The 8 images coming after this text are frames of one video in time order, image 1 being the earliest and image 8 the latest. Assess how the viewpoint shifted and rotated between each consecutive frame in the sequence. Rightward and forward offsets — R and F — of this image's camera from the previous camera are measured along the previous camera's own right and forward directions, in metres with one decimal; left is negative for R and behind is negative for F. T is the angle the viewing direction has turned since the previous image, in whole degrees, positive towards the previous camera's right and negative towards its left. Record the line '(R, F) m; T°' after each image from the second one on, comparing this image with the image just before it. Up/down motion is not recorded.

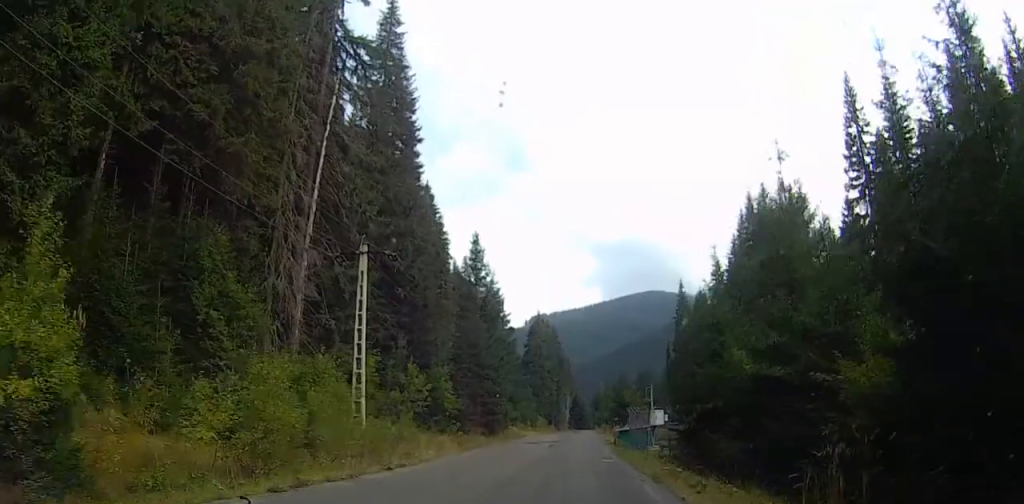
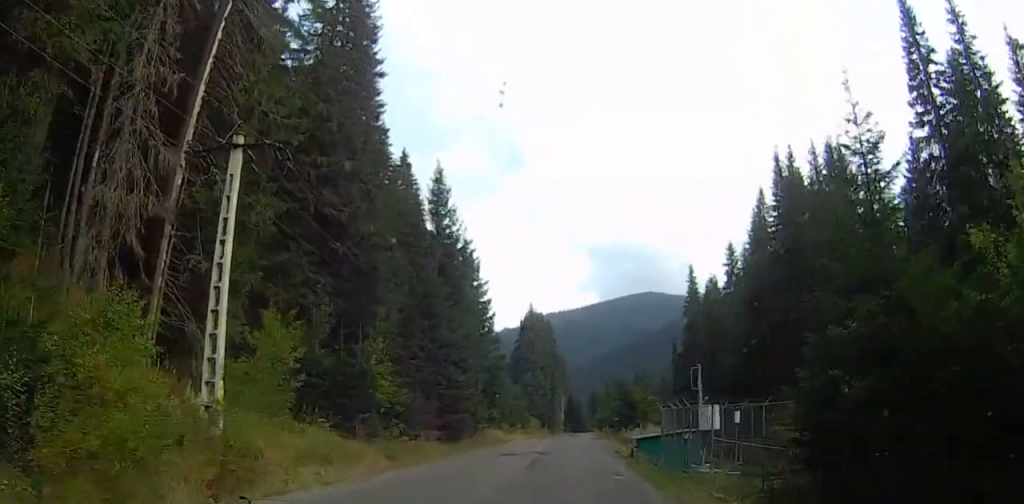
(-0.1, +15.6) m; 0°
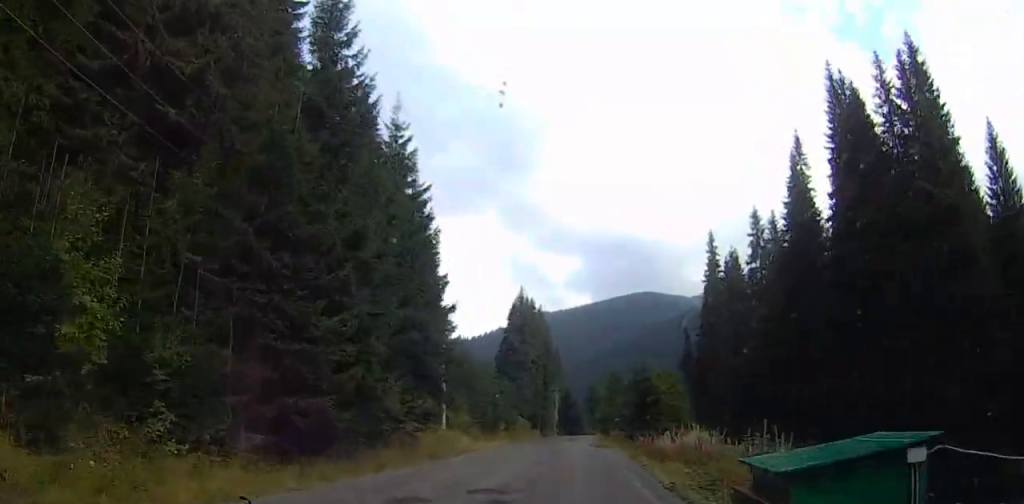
(+0.2, +19.1) m; +2°
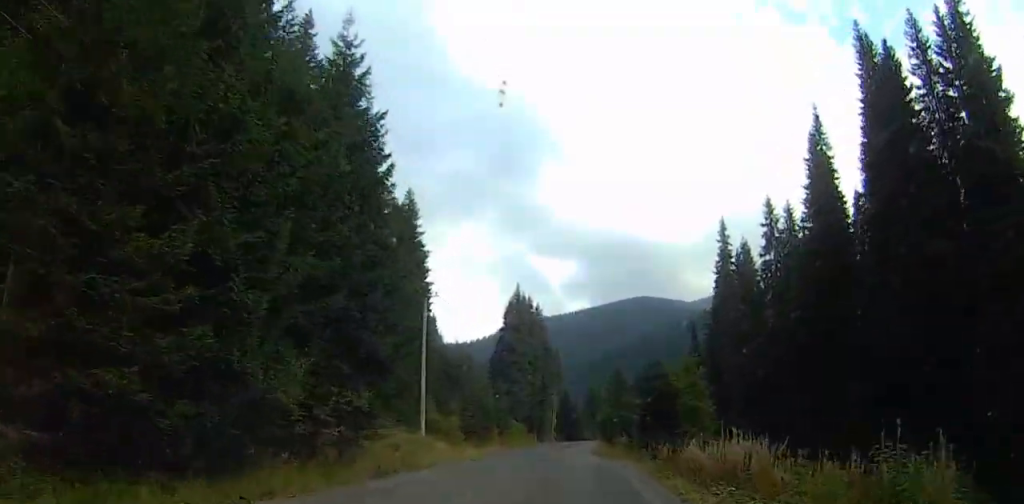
(+0.3, +7.3) m; 0°
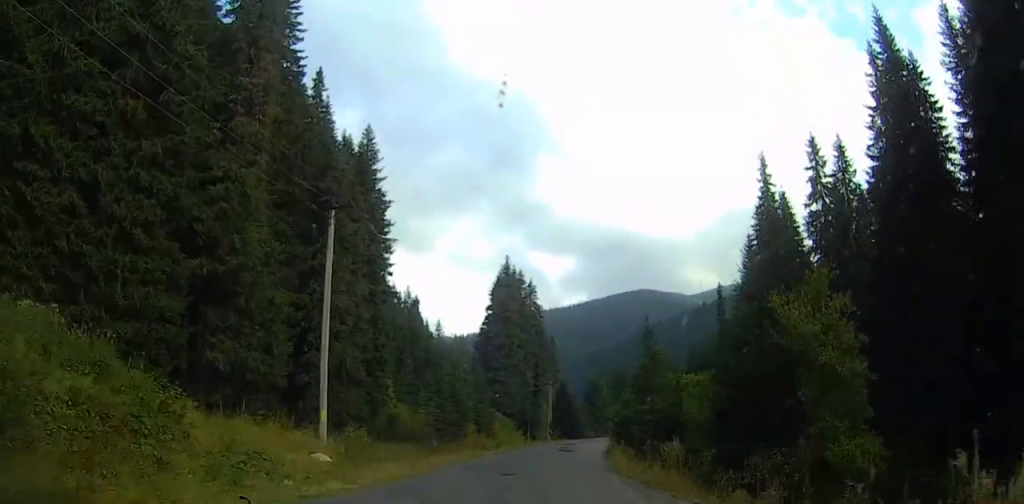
(-0.2, +18.9) m; -1°
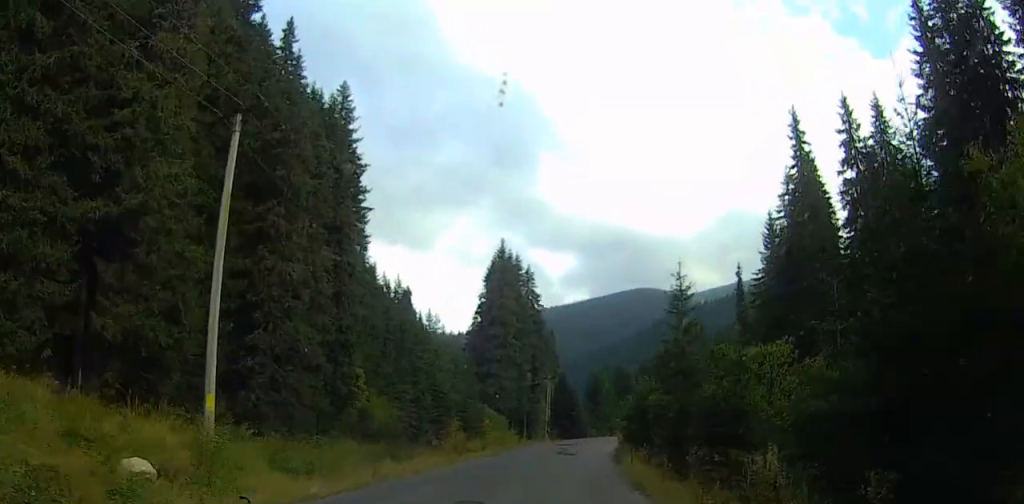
(0.0, +9.5) m; 0°
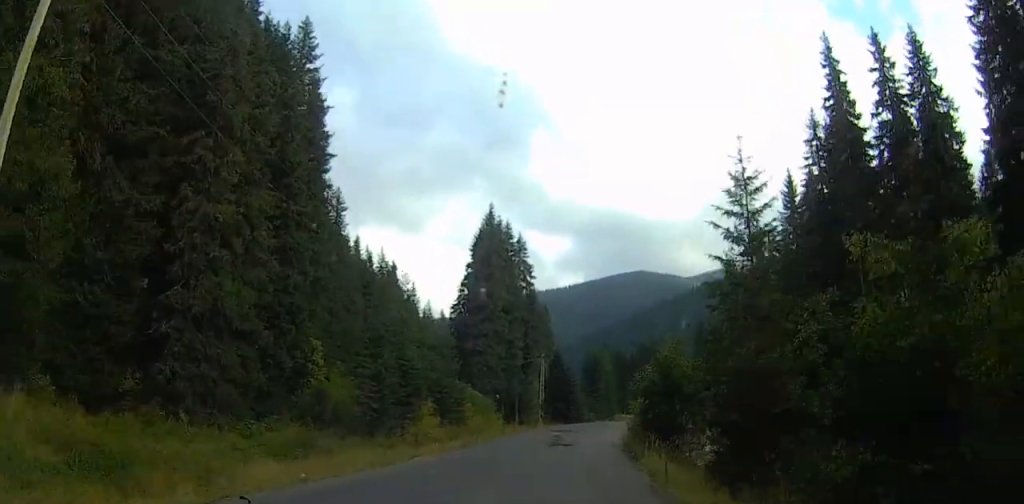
(0.0, +9.4) m; +1°
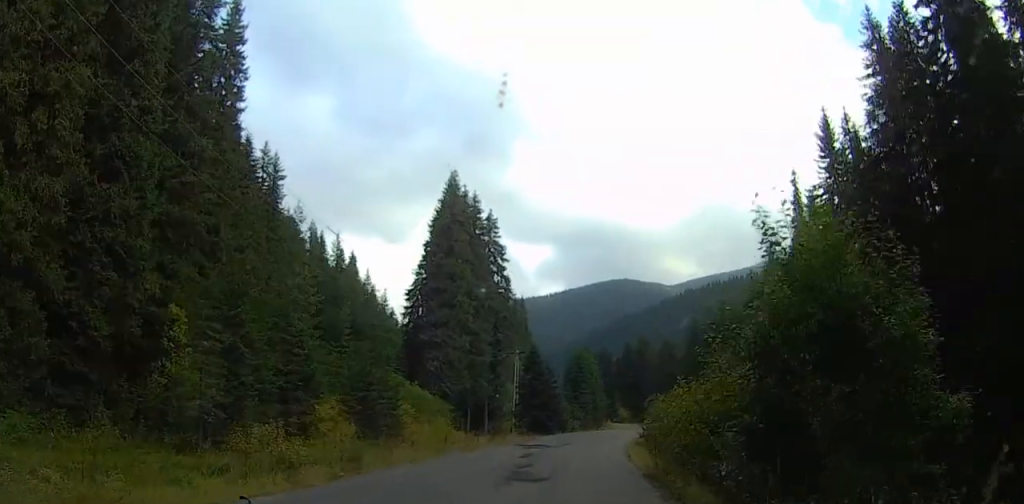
(+0.4, +16.7) m; +3°
